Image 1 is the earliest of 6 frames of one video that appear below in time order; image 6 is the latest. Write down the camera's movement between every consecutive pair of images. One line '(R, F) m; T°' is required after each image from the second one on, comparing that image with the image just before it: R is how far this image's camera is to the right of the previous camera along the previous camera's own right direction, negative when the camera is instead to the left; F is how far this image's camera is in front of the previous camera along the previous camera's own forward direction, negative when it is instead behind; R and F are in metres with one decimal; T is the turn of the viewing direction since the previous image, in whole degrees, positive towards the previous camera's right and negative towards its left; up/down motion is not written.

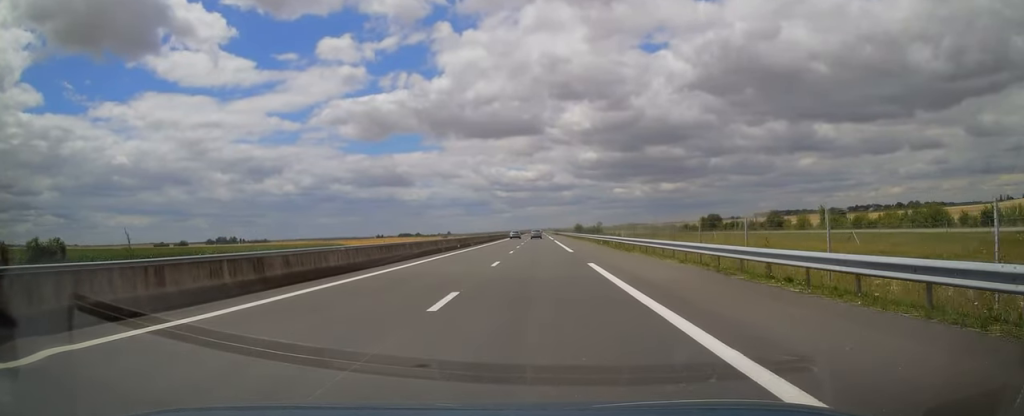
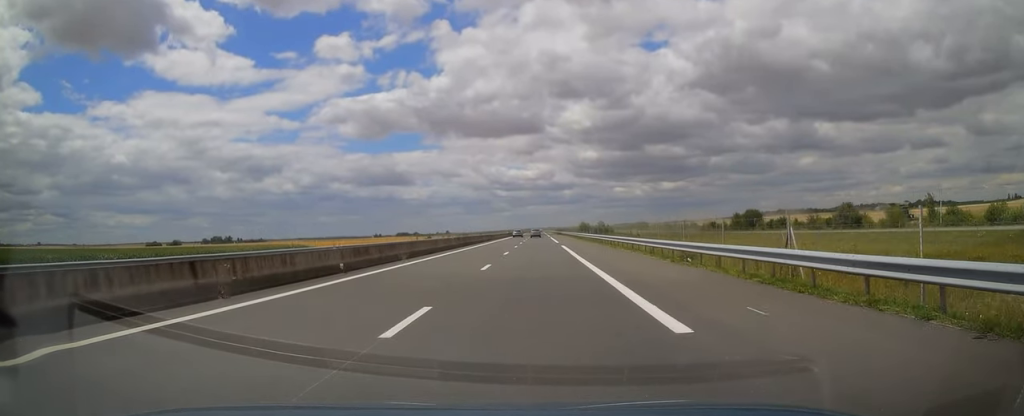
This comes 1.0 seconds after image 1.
(+0.2, +28.4) m; 0°
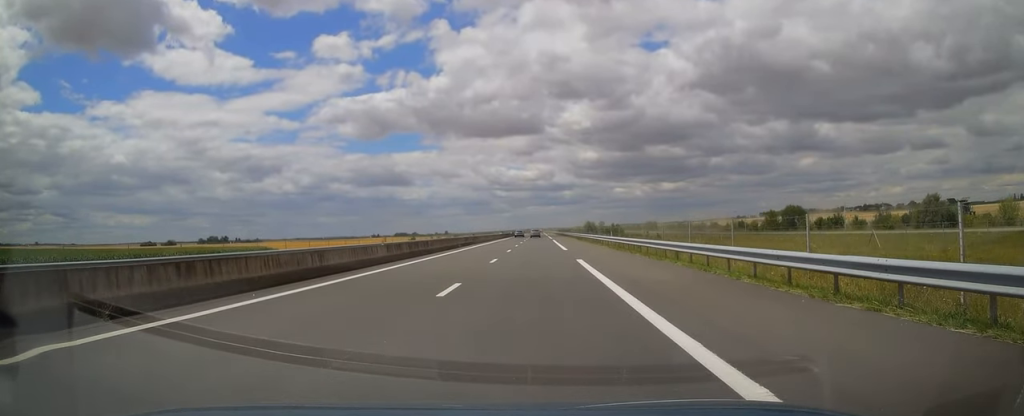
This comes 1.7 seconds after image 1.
(-0.3, +21.1) m; -1°
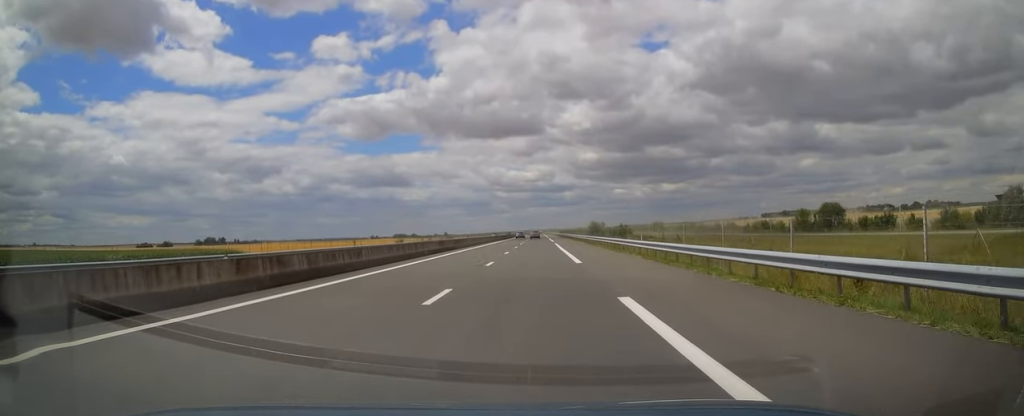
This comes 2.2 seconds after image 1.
(0.0, +14.2) m; 0°
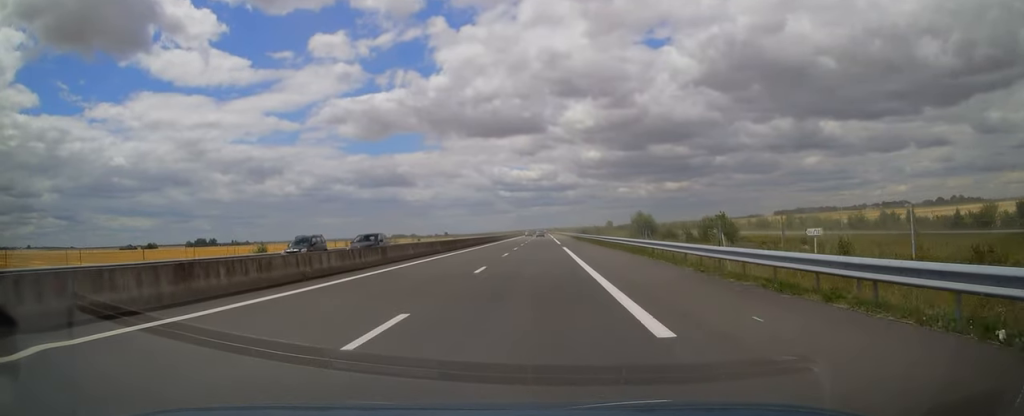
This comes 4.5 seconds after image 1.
(0.0, +69.1) m; 0°
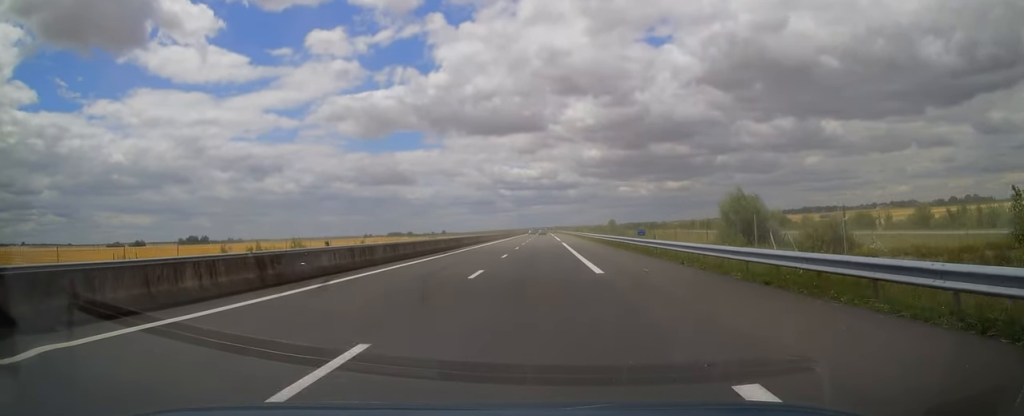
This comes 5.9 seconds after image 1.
(+0.1, +41.7) m; 0°
